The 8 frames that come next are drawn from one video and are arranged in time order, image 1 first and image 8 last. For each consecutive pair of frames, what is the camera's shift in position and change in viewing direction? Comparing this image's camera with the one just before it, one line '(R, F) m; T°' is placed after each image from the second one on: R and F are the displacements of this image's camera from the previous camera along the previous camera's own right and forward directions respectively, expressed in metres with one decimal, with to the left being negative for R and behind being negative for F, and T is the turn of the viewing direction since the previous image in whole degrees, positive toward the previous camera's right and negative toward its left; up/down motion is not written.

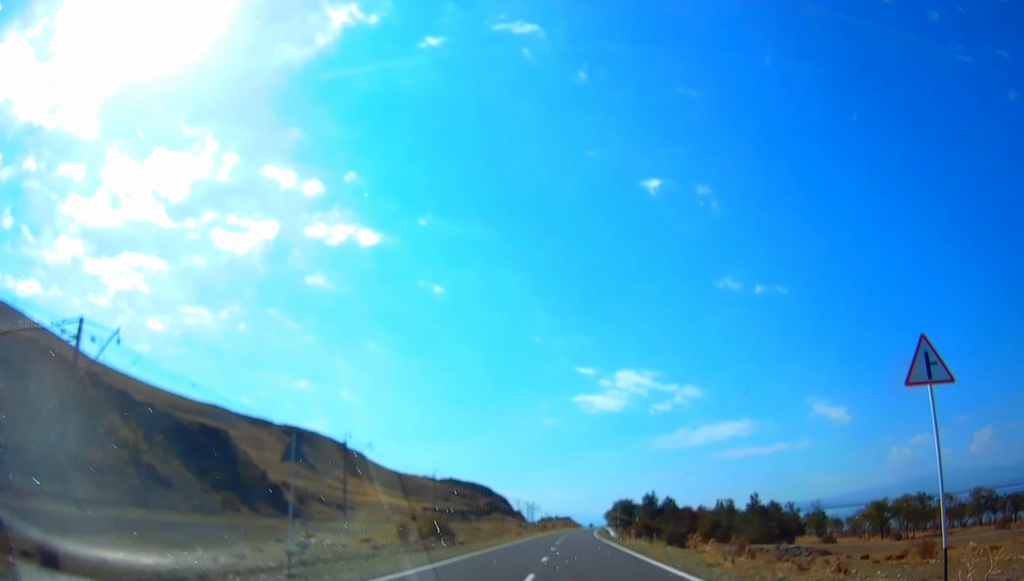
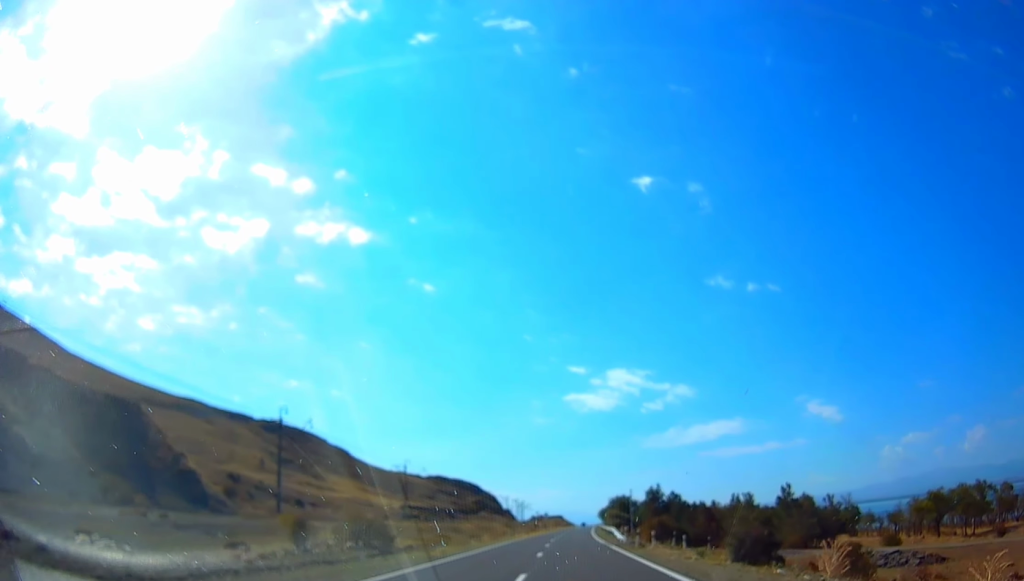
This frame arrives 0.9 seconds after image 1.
(+0.4, +19.1) m; +1°
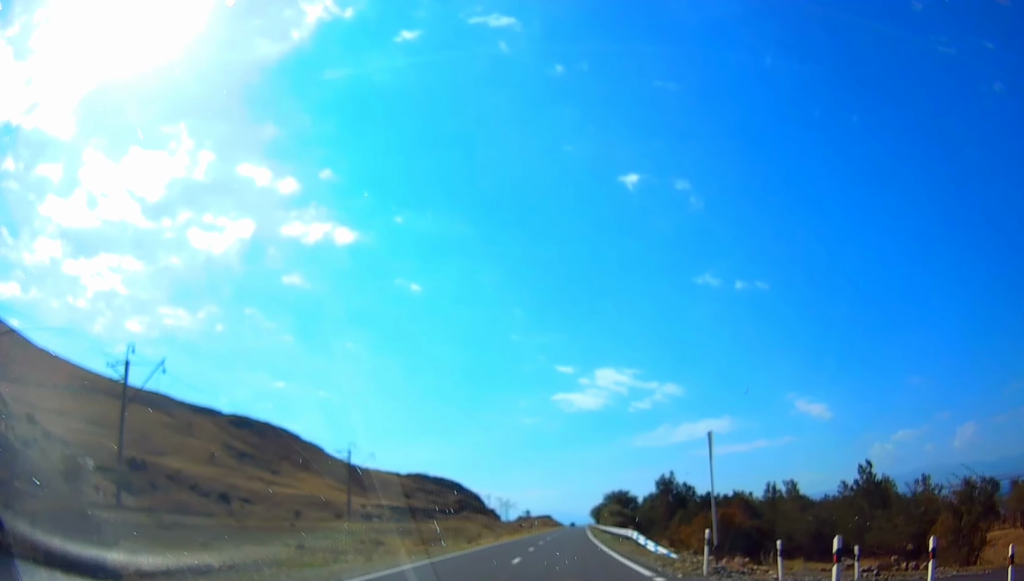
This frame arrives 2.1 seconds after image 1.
(+0.3, +26.9) m; +1°
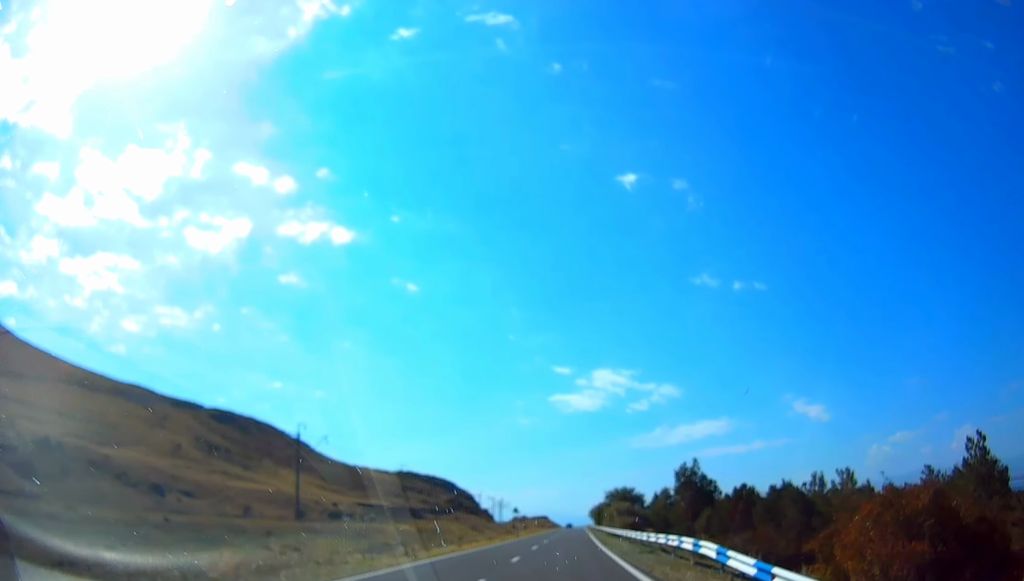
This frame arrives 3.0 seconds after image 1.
(0.0, +18.7) m; 0°
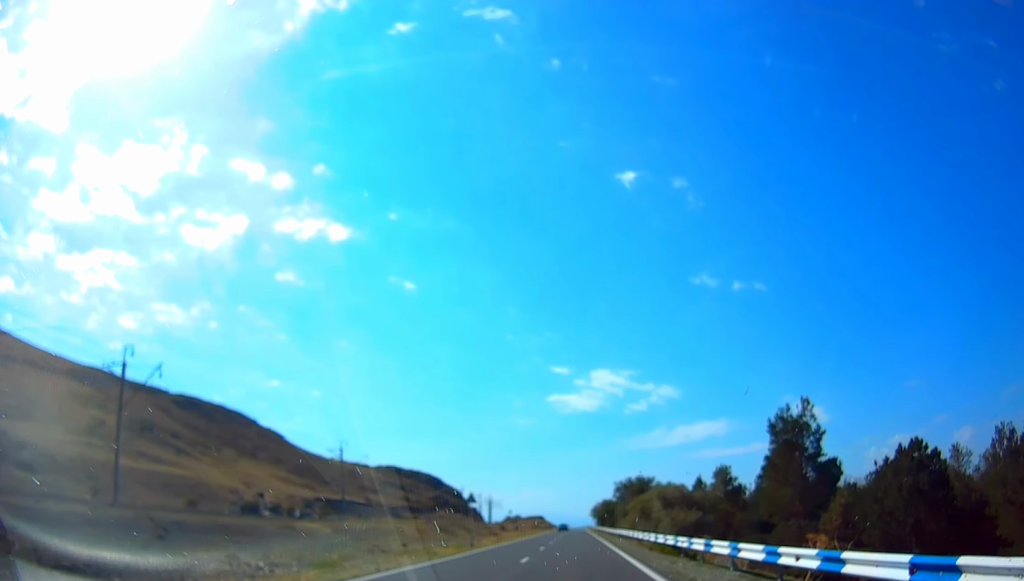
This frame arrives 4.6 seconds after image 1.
(+0.2, +35.8) m; 0°
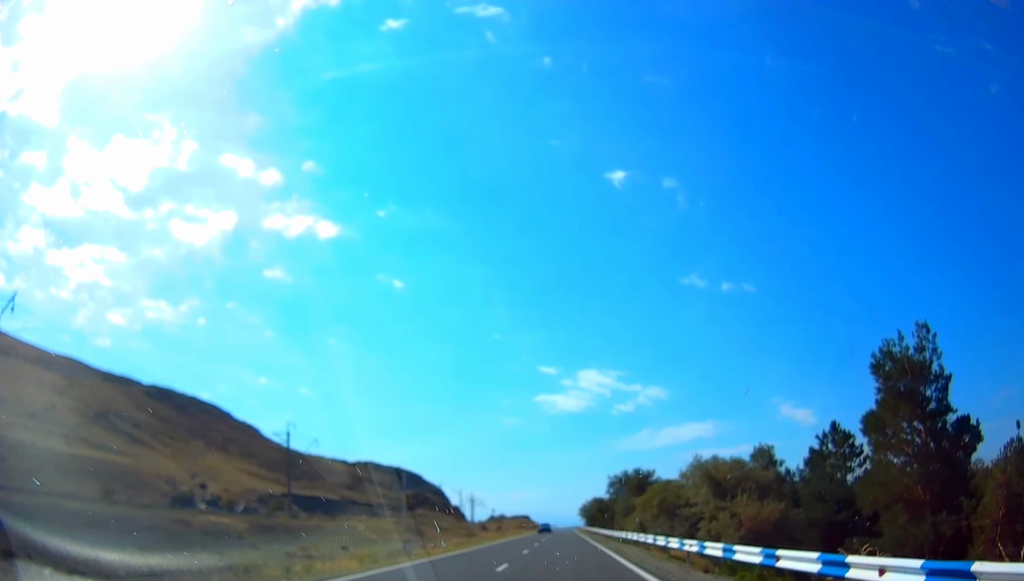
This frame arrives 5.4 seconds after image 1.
(-0.3, +15.5) m; 0°
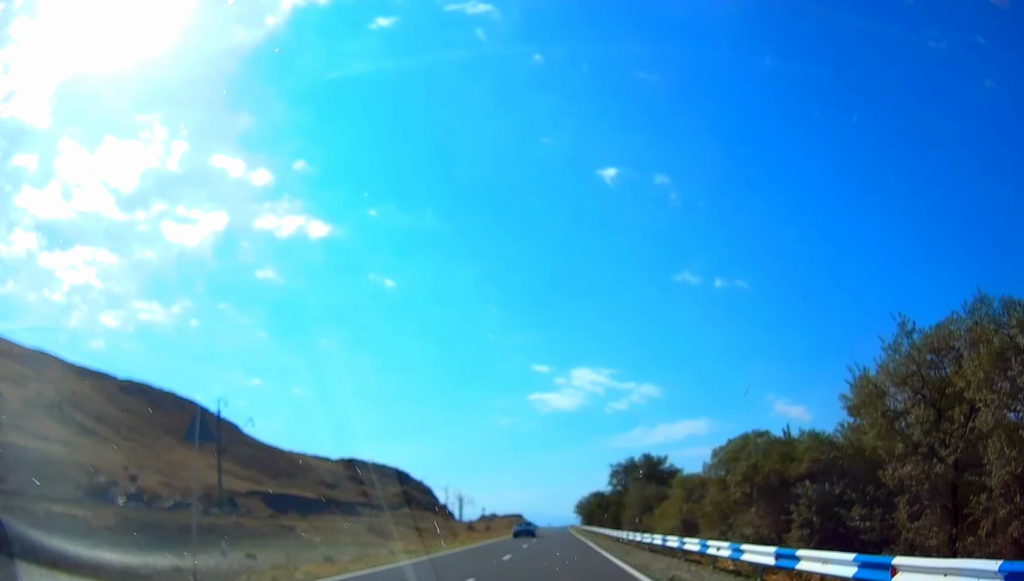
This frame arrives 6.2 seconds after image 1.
(+0.2, +17.1) m; +1°
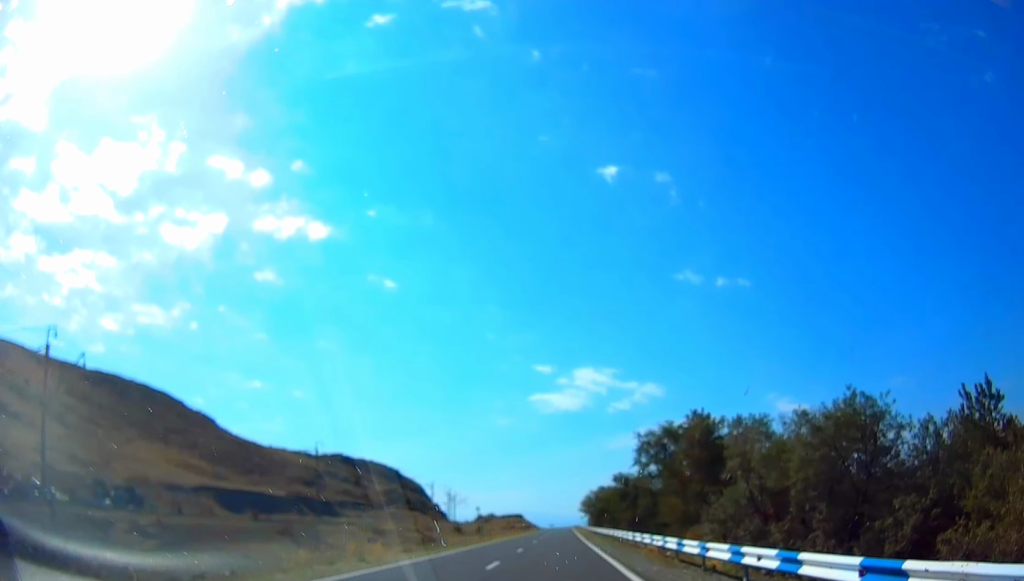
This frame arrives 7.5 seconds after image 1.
(+0.2, +27.8) m; 0°
